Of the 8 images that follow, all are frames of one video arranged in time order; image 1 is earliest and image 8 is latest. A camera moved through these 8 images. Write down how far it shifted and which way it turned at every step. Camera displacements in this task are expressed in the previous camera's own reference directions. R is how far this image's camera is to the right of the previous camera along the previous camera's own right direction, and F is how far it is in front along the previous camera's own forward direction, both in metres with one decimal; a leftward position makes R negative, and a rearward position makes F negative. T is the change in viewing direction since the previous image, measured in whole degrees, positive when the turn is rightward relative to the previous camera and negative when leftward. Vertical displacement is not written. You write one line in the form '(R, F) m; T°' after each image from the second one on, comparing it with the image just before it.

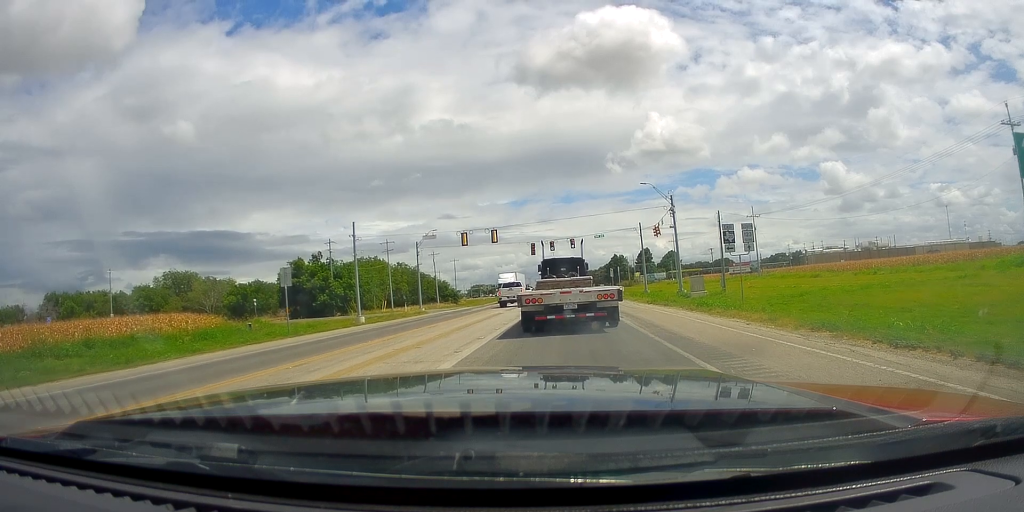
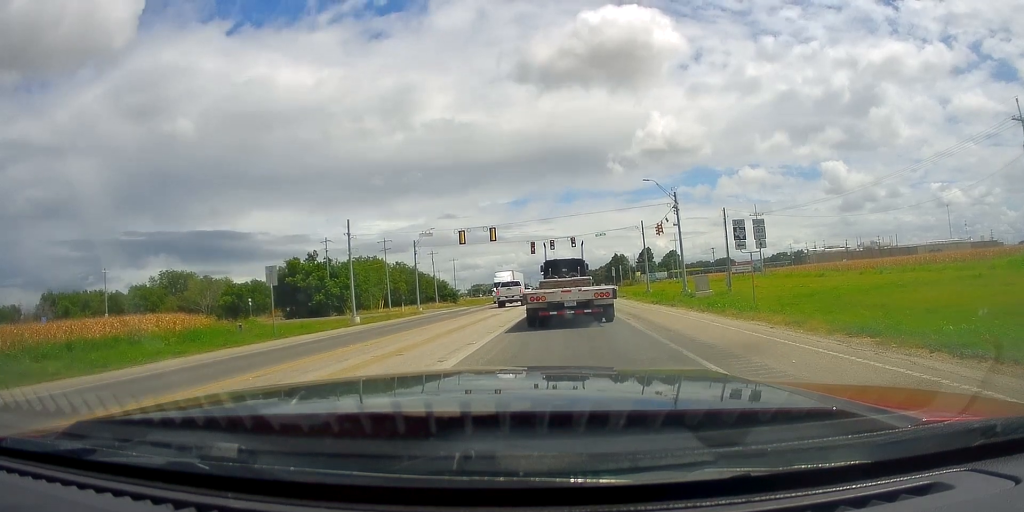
(0.0, 0.0) m; 0°
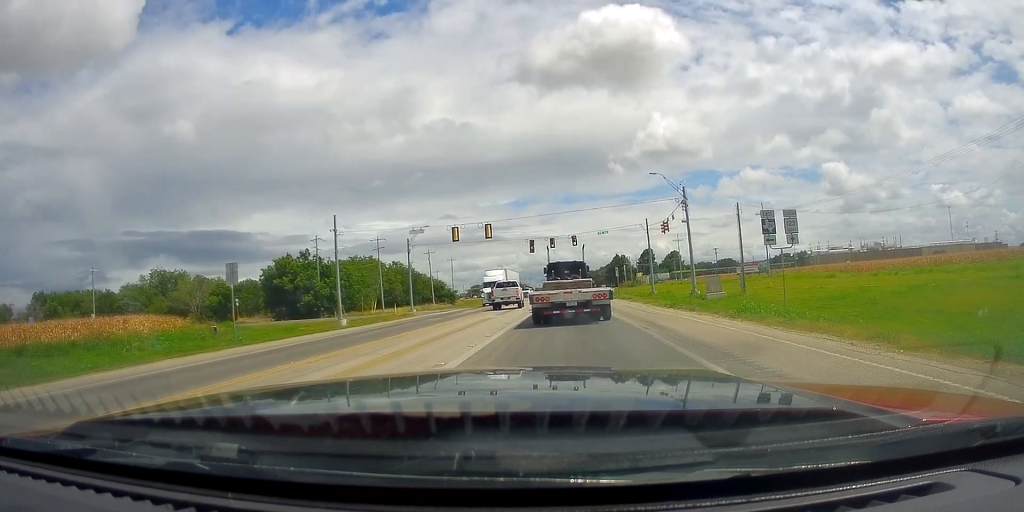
(0.0, +0.3) m; 0°
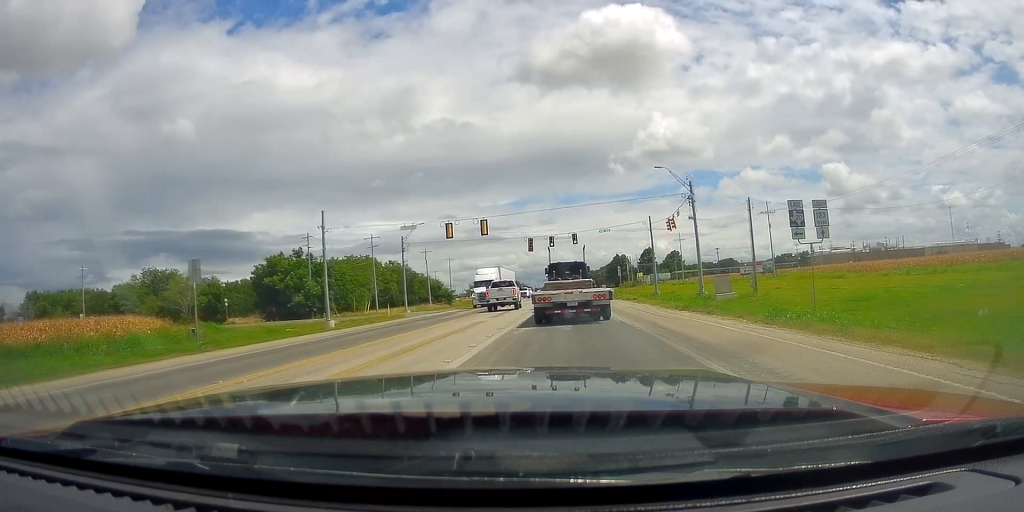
(0.0, +0.3) m; 0°
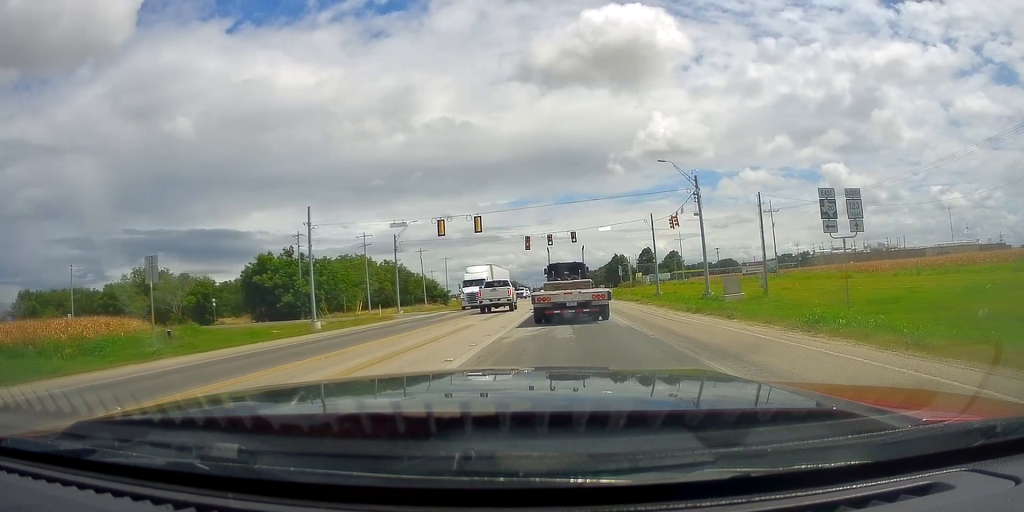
(0.0, +0.6) m; 0°
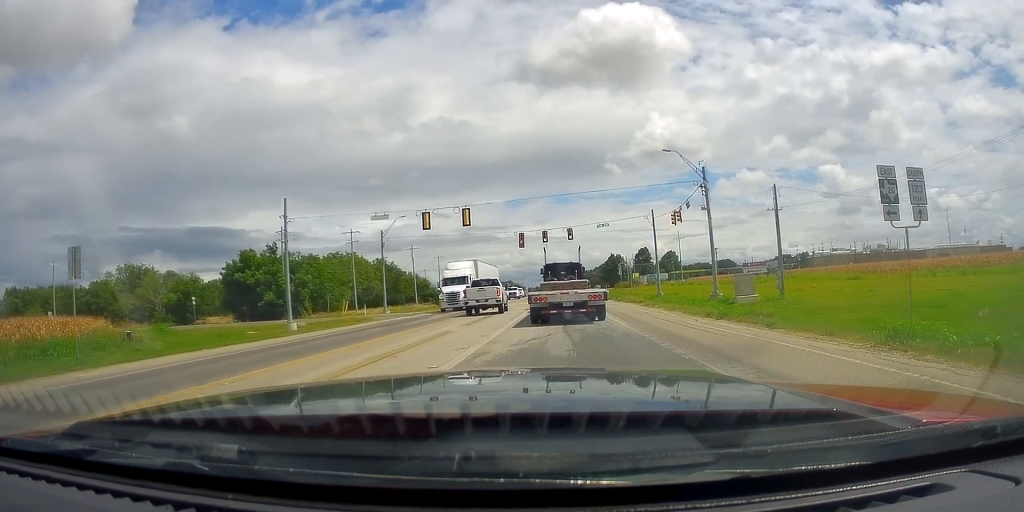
(0.0, +1.2) m; 0°
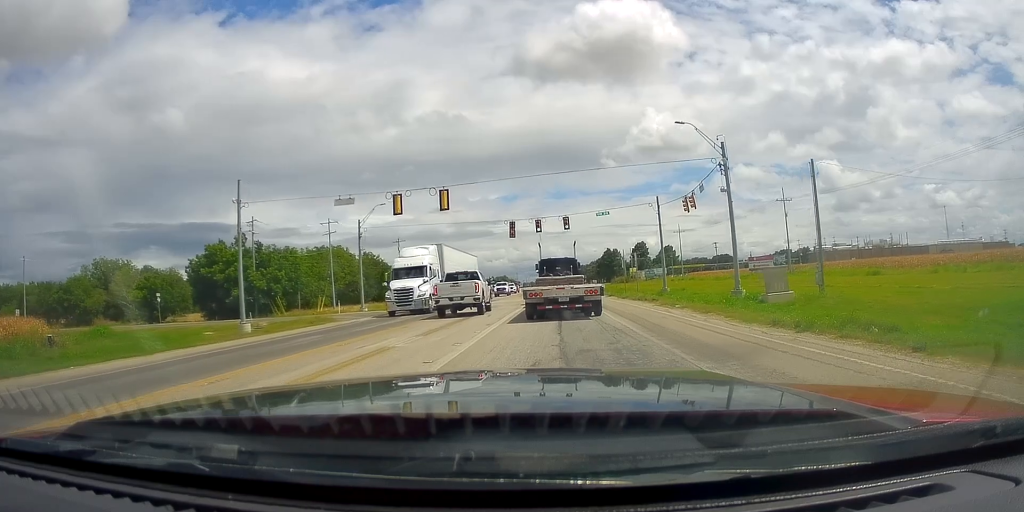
(0.0, +3.8) m; 0°
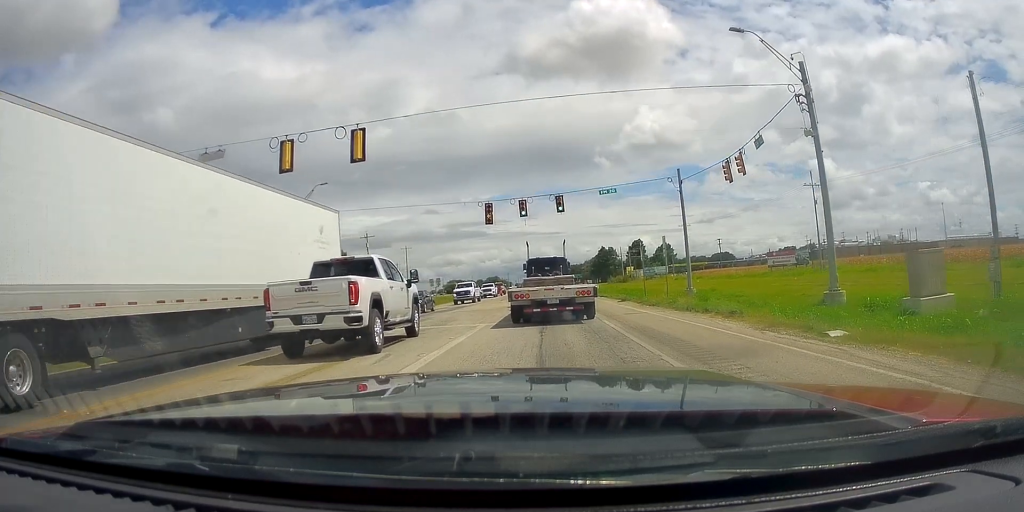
(+0.2, +14.2) m; +4°
